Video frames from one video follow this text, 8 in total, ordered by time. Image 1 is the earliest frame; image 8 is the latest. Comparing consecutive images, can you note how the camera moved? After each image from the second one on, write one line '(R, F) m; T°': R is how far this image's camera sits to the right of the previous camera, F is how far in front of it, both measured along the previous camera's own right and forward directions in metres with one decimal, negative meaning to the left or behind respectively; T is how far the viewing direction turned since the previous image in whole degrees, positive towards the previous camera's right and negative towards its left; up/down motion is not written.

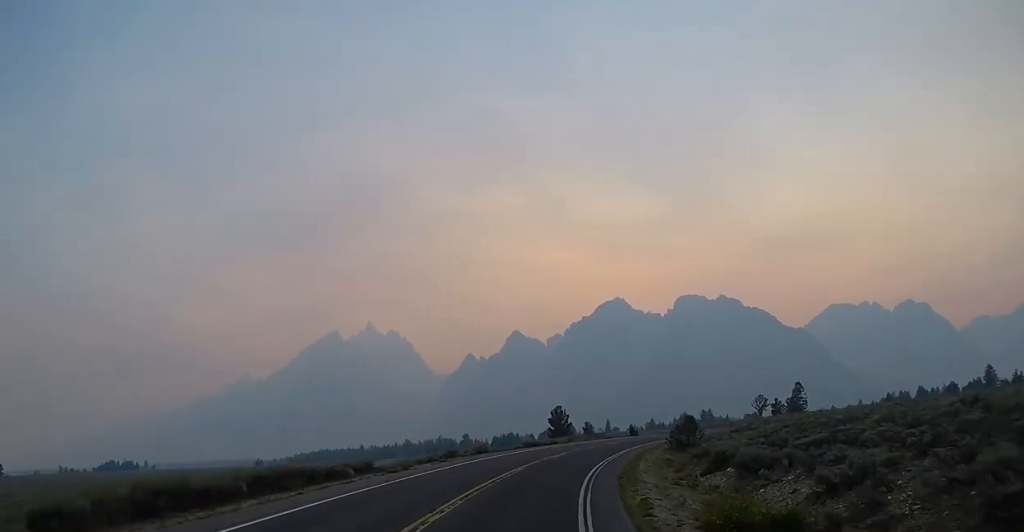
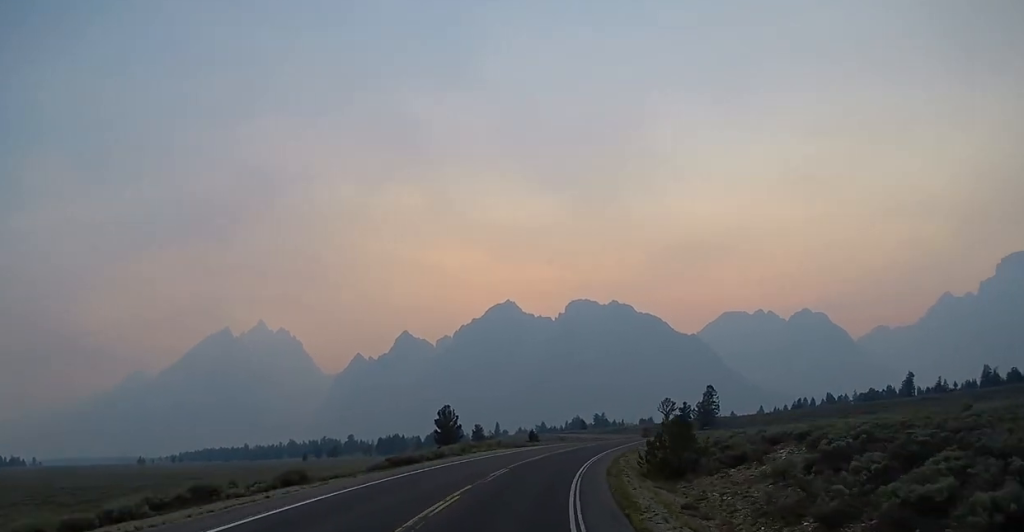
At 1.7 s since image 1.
(+1.9, +24.2) m; +8°
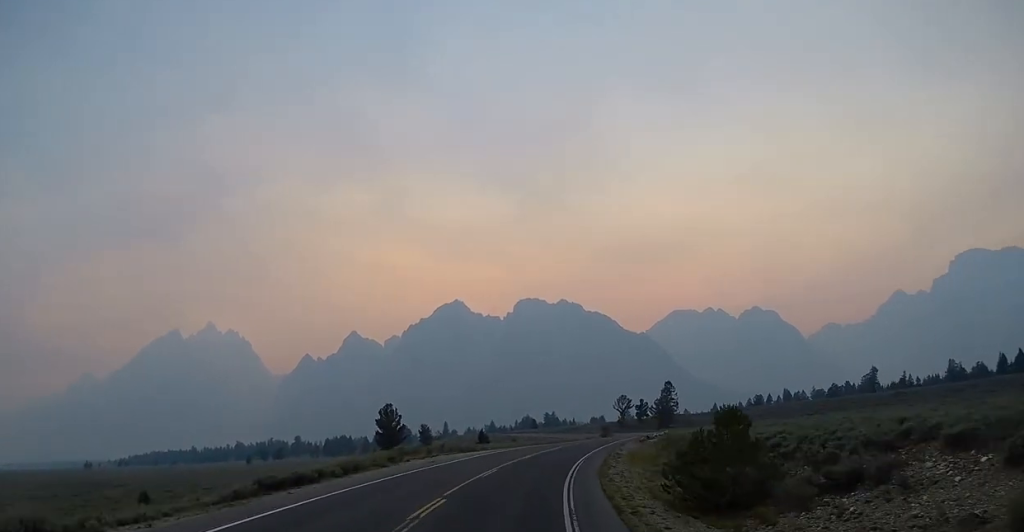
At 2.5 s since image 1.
(+0.6, +13.2) m; +3°
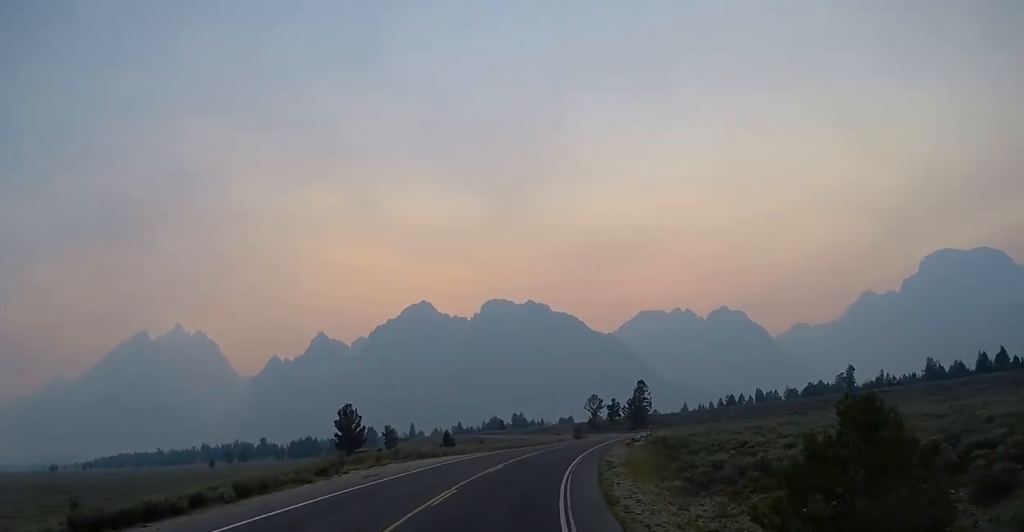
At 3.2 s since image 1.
(-0.1, +9.3) m; +2°
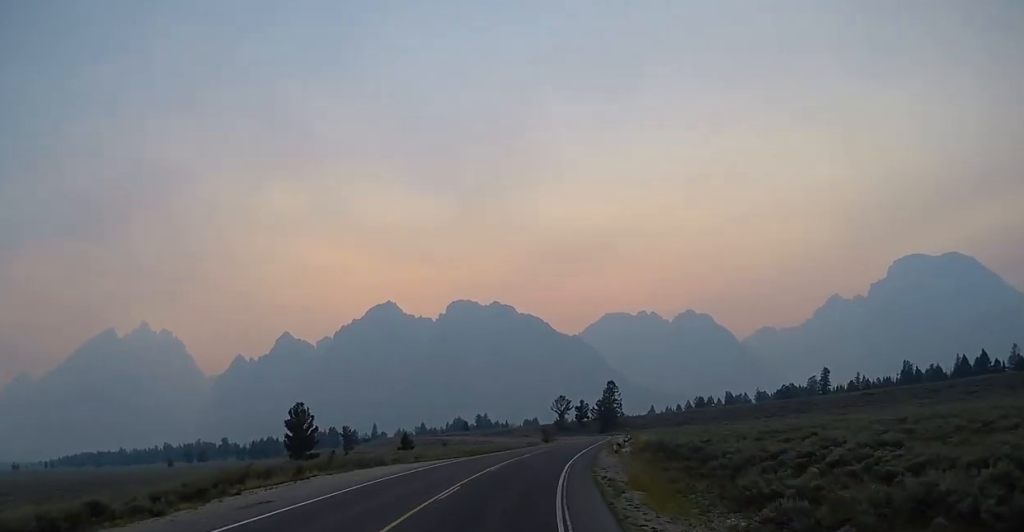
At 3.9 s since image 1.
(0.0, +10.4) m; +3°
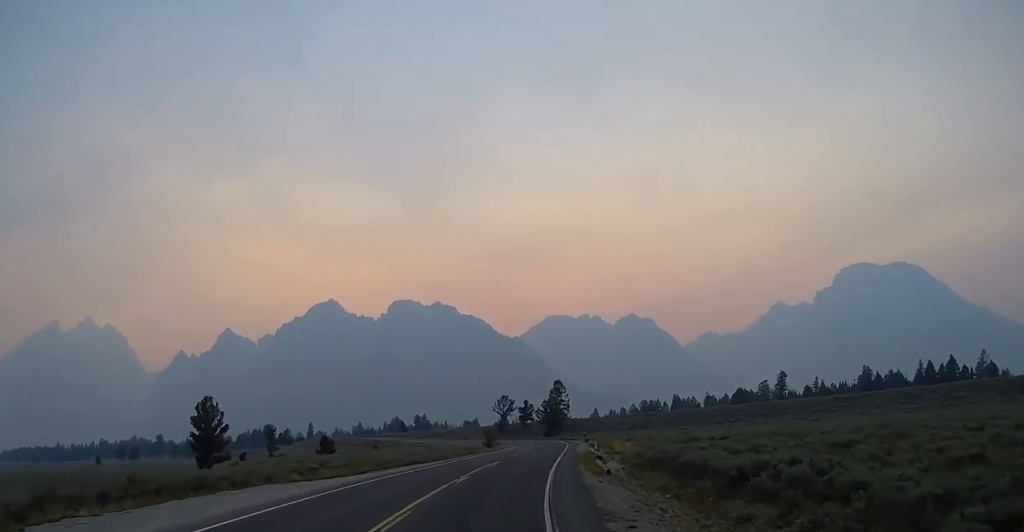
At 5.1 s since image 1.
(+1.3, +17.5) m; +6°
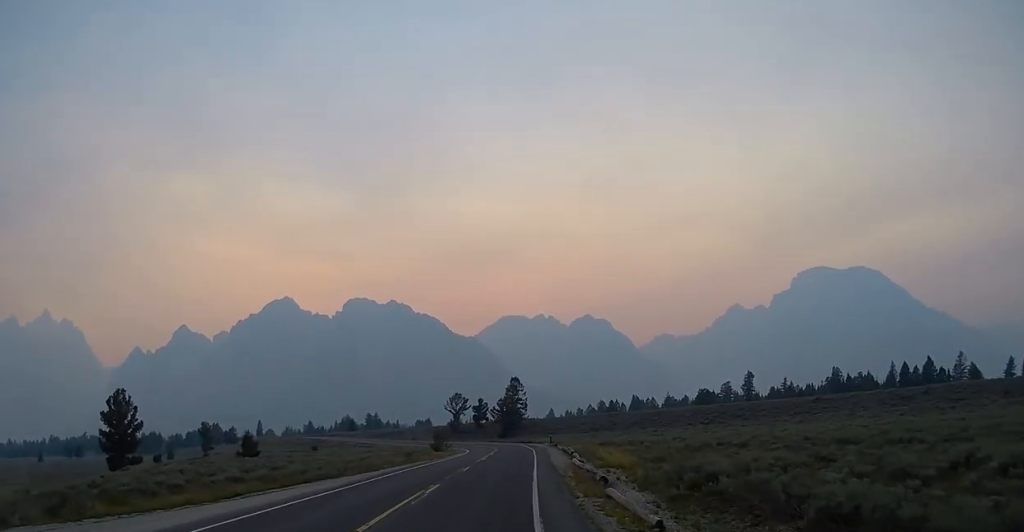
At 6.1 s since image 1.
(+0.2, +15.2) m; +4°
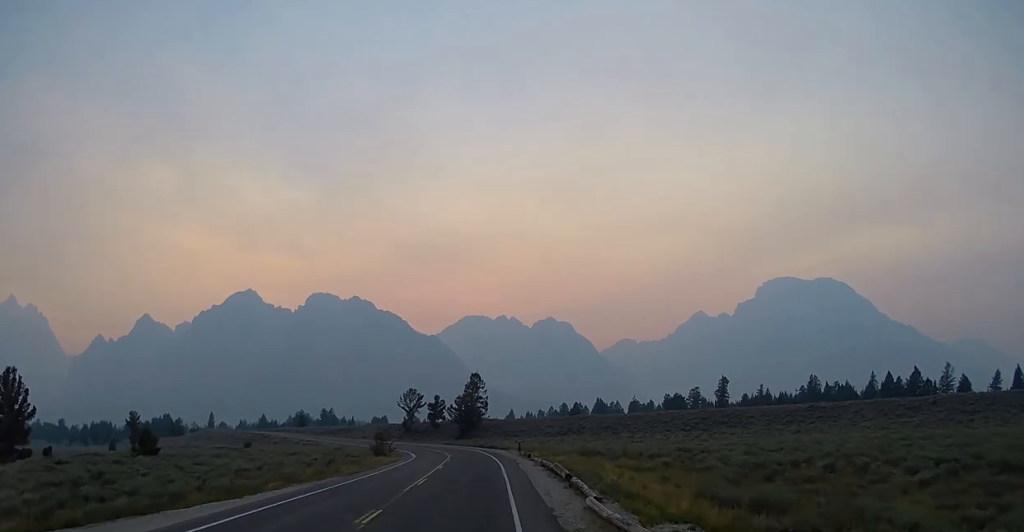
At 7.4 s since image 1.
(+0.9, +19.4) m; +4°
